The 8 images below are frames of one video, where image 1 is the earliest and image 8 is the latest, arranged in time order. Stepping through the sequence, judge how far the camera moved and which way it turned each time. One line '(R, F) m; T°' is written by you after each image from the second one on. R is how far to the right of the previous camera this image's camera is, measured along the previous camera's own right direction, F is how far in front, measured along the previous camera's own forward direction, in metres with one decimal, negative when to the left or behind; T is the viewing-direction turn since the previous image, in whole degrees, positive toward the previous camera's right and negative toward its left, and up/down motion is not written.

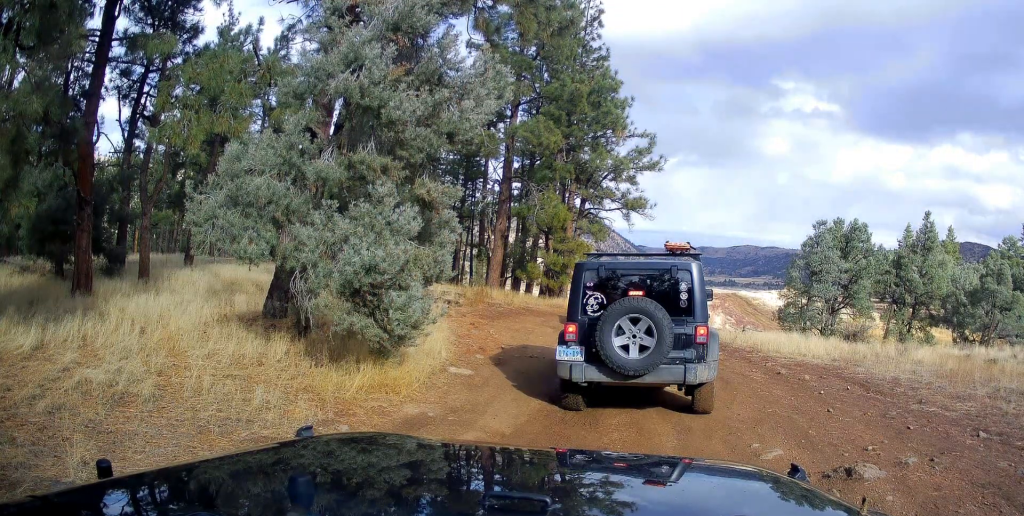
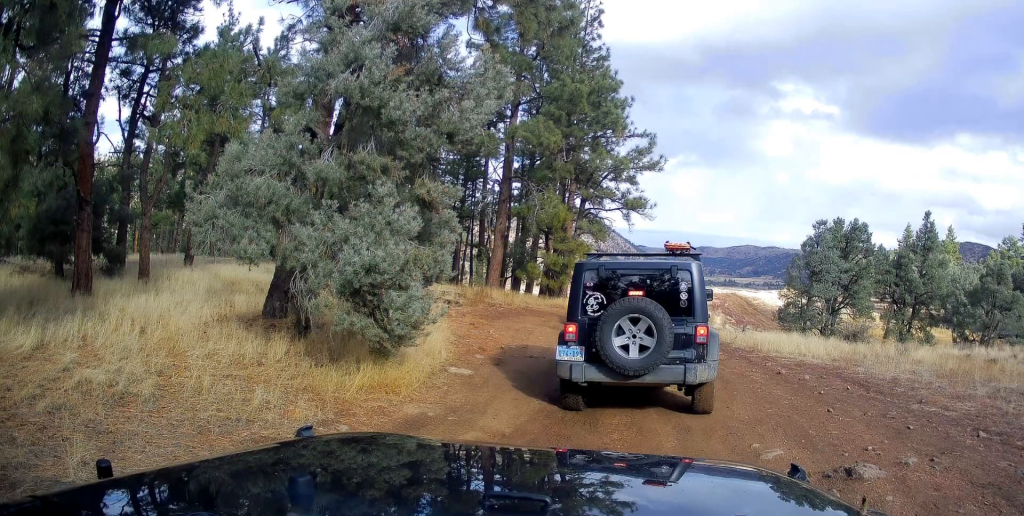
(0.0, 0.0) m; 0°
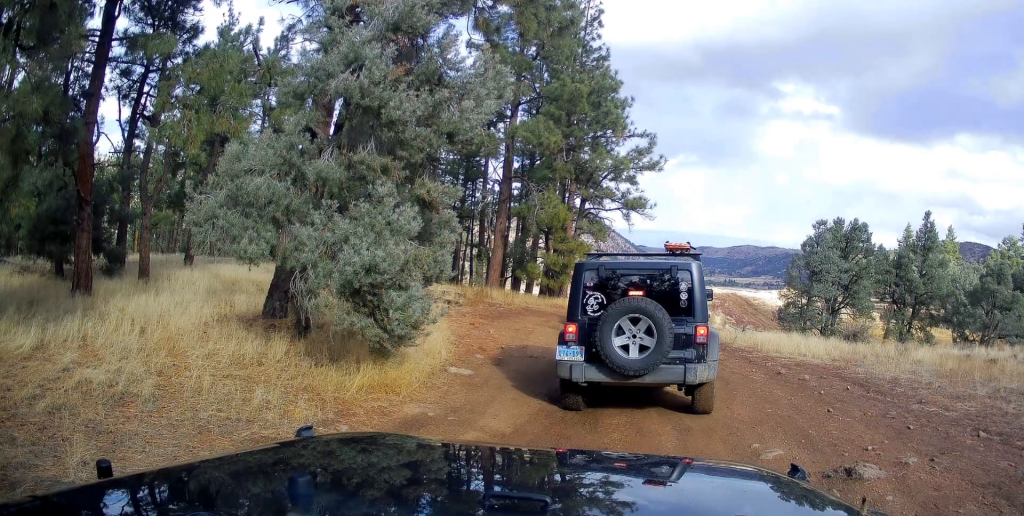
(0.0, 0.0) m; 0°
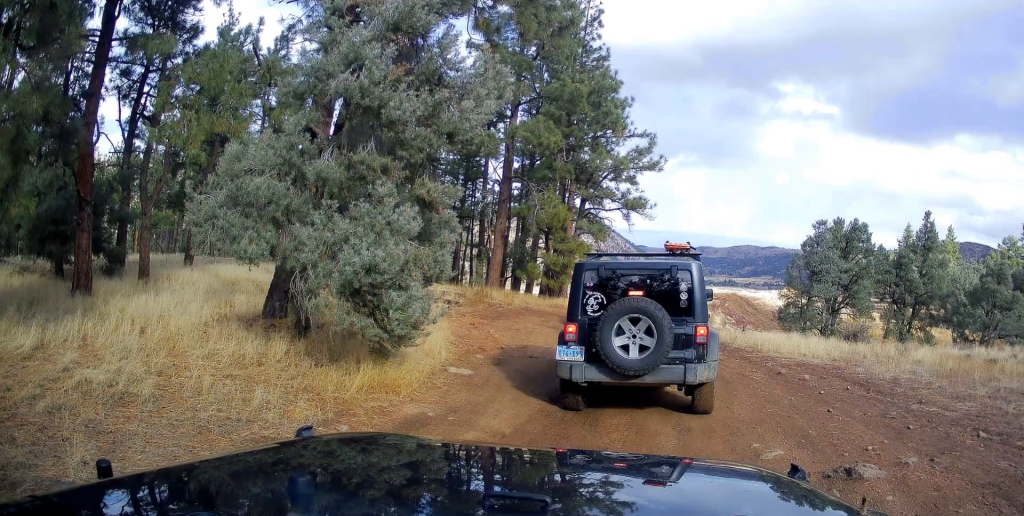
(0.0, 0.0) m; 0°
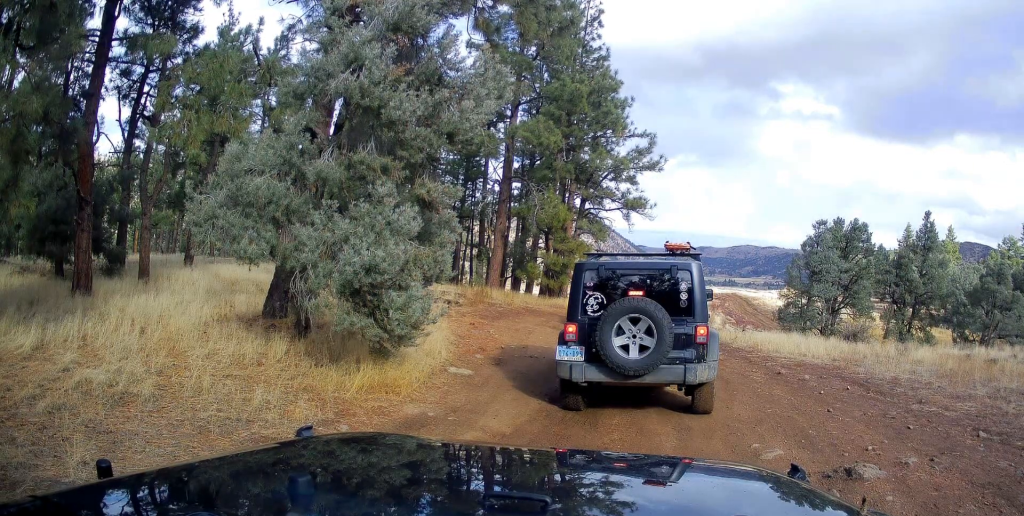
(0.0, 0.0) m; 0°
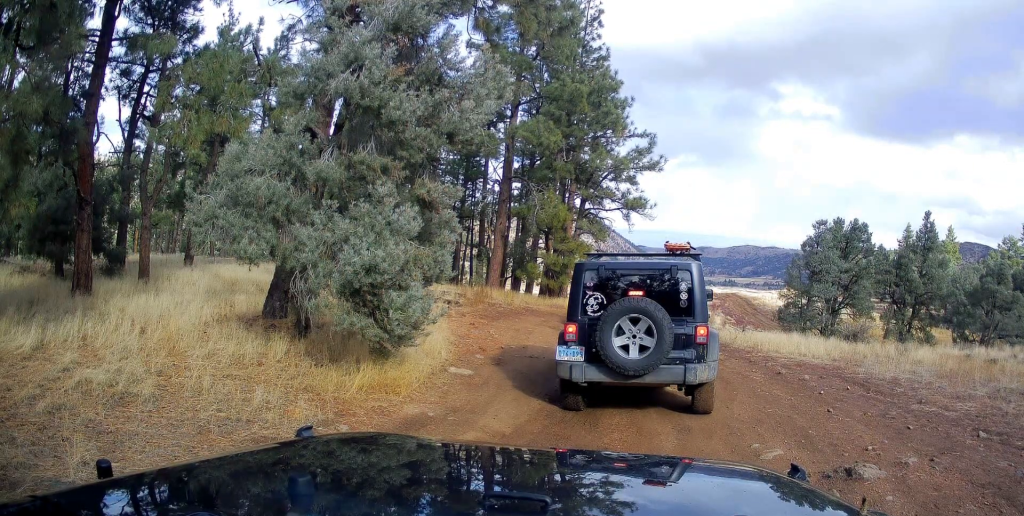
(0.0, 0.0) m; 0°
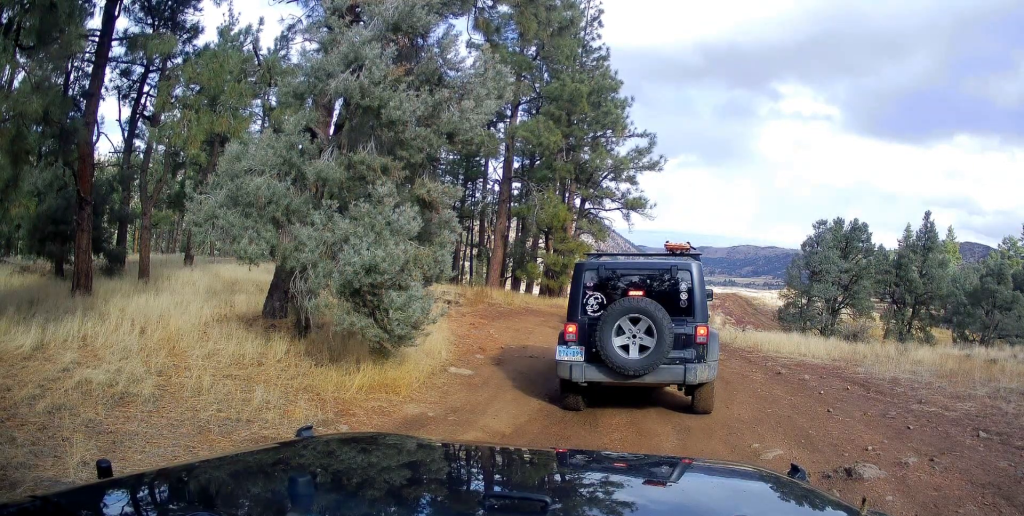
(0.0, 0.0) m; 0°
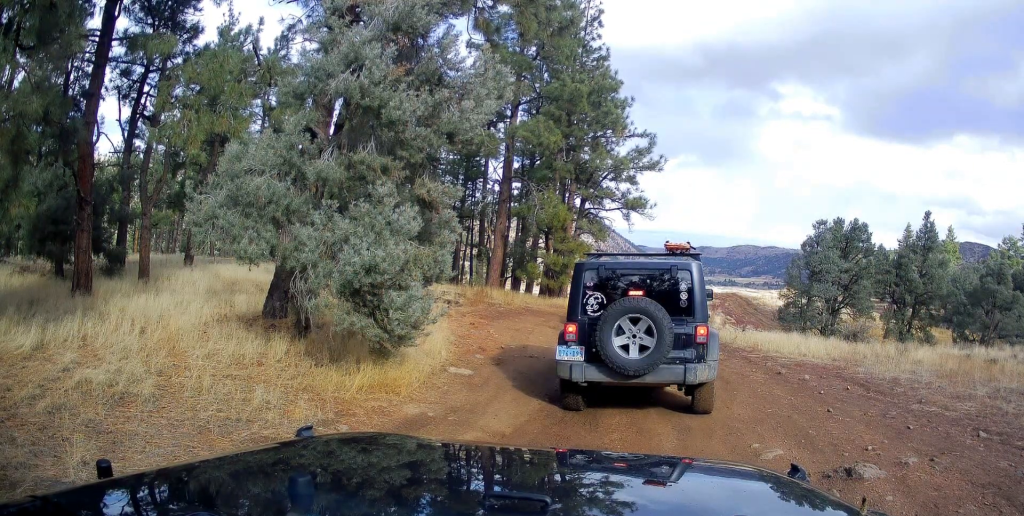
(0.0, 0.0) m; 0°
